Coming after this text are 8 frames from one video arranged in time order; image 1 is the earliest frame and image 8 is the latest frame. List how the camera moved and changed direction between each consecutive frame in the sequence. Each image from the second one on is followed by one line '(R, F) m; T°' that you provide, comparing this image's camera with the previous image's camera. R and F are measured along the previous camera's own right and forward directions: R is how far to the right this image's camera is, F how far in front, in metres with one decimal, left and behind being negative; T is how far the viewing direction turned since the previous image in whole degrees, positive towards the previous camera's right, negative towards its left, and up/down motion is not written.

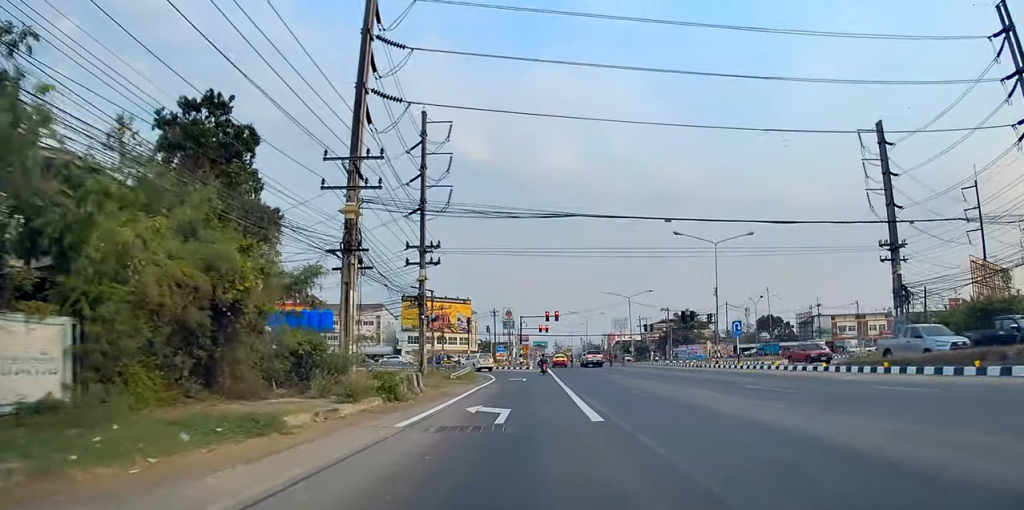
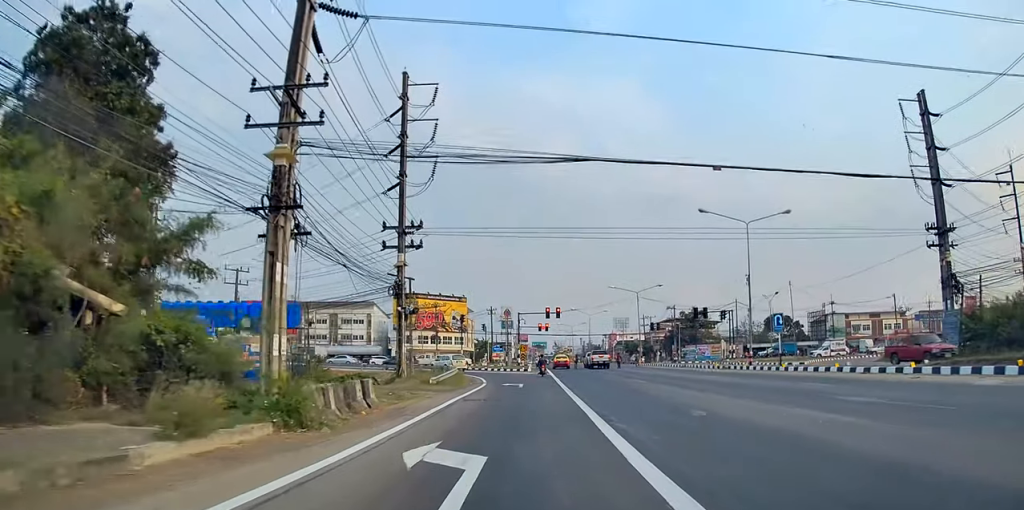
(-0.5, +7.6) m; 0°
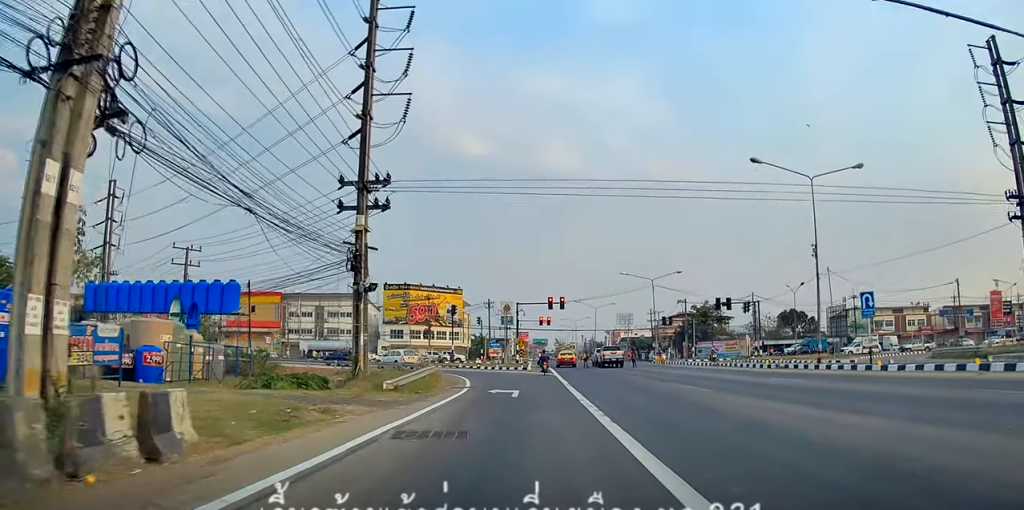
(+0.4, +9.4) m; 0°
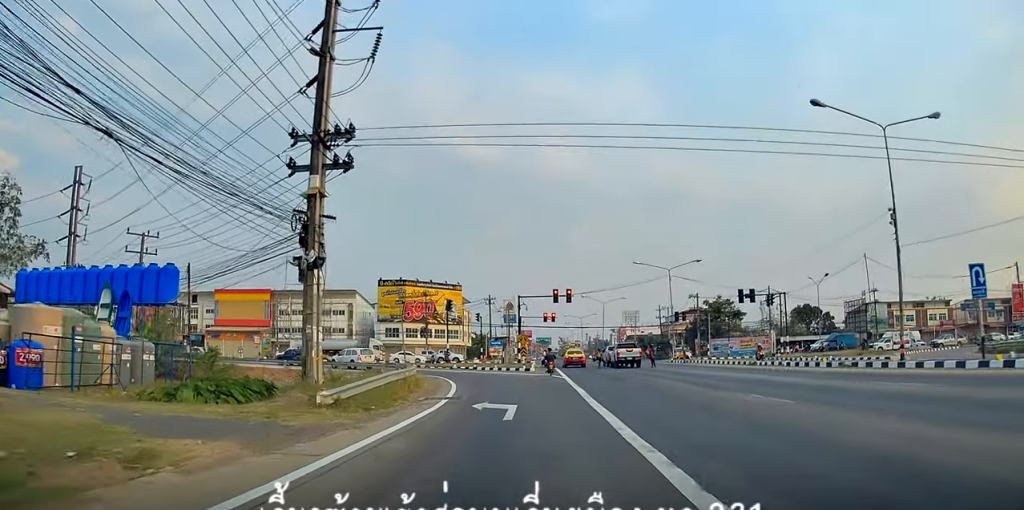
(+0.1, +7.1) m; 0°
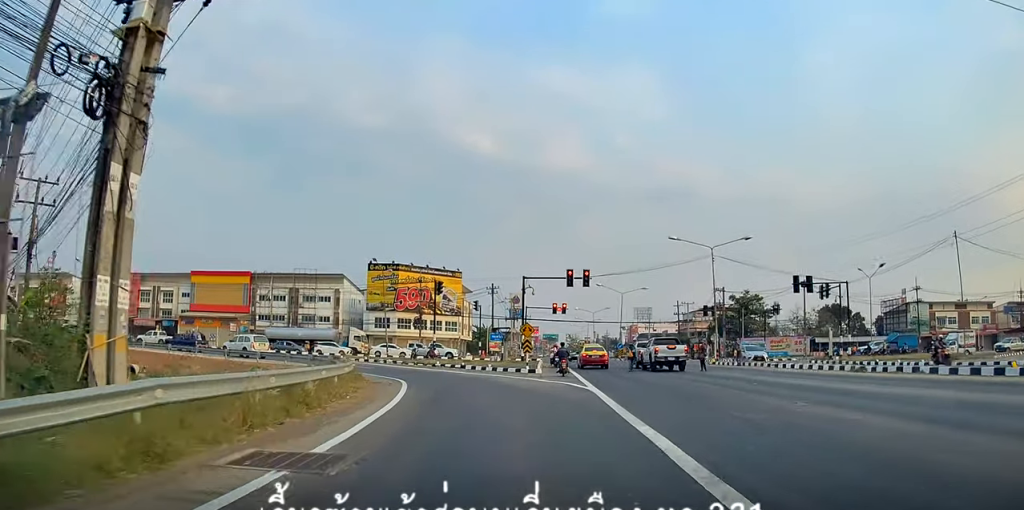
(-0.2, +13.5) m; +1°
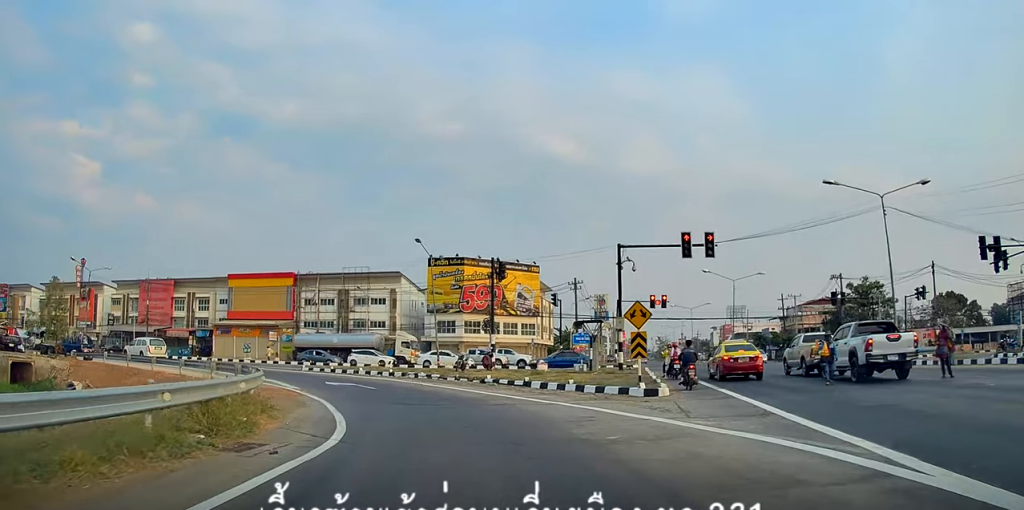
(-0.5, +17.7) m; -7°
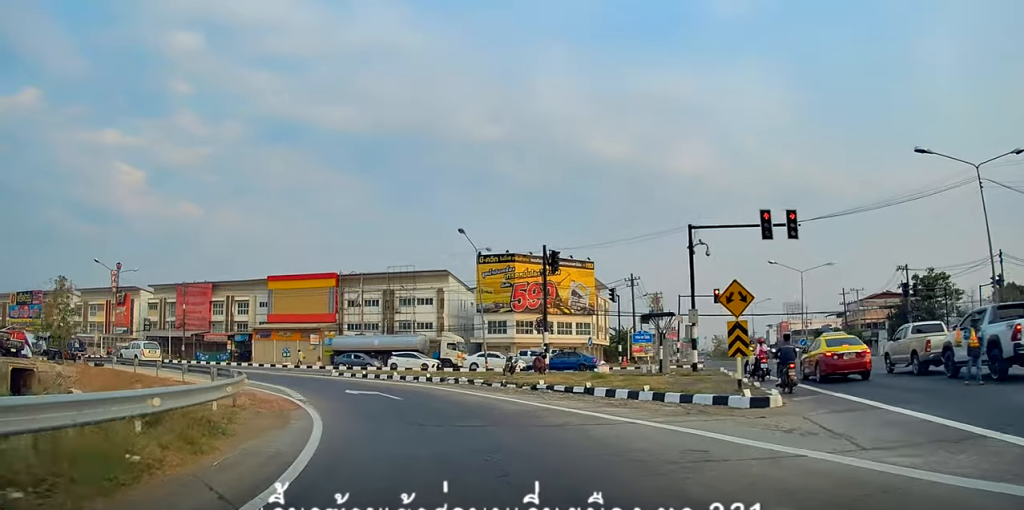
(+0.1, +4.8) m; -4°
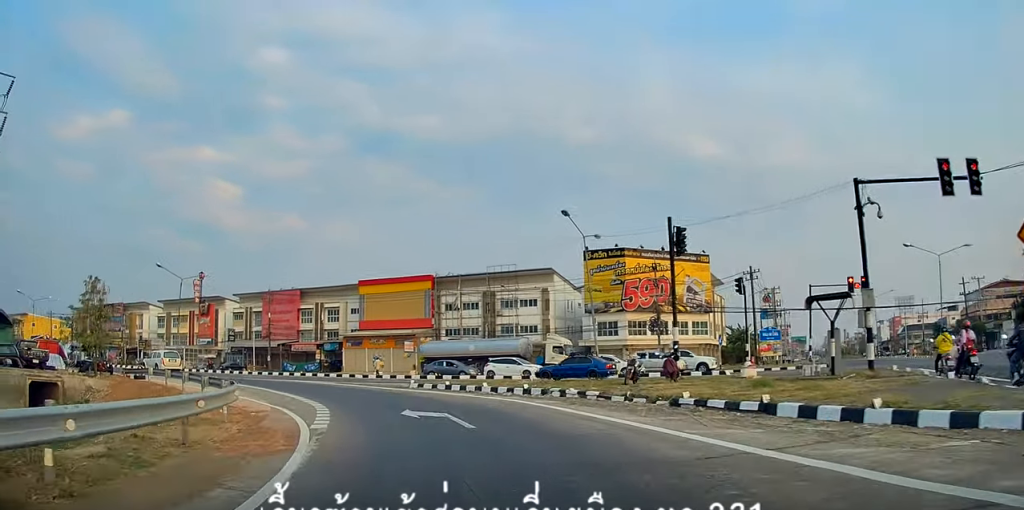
(-0.7, +7.2) m; -13°
